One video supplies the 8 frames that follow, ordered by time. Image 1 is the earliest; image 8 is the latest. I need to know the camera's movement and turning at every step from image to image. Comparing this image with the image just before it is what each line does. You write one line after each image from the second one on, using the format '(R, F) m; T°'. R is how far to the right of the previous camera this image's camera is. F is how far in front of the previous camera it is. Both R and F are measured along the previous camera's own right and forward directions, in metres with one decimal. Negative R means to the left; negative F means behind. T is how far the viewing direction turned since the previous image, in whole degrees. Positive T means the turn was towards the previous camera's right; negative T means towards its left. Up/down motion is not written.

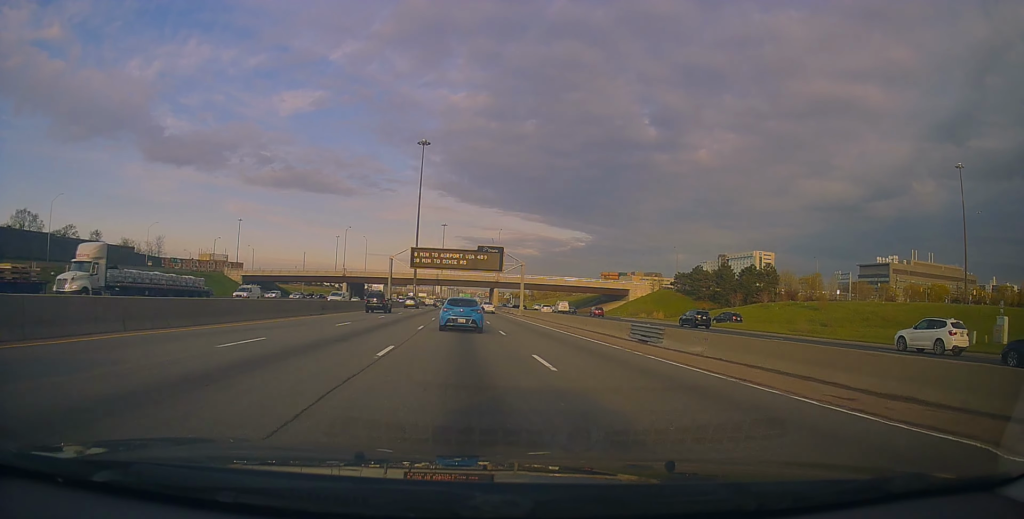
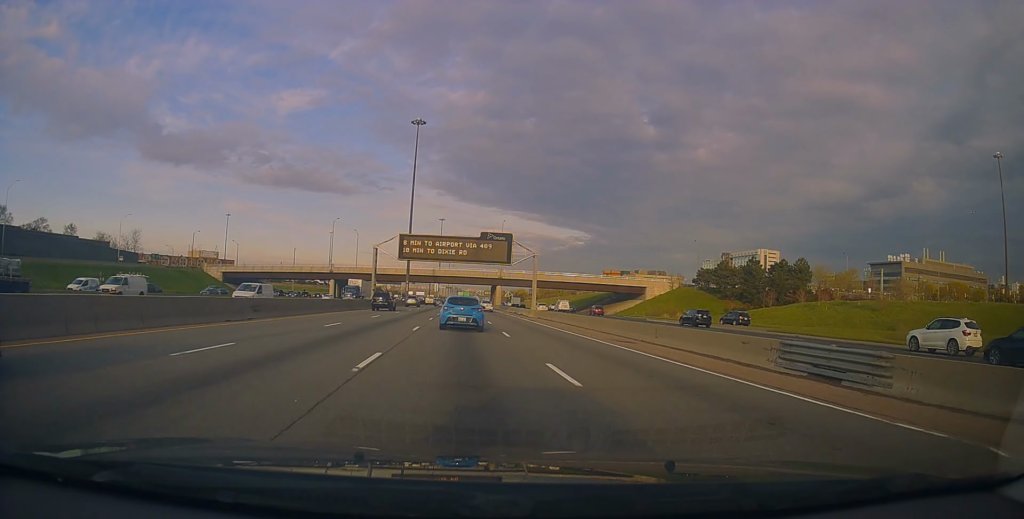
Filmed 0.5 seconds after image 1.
(0.0, +14.9) m; 0°
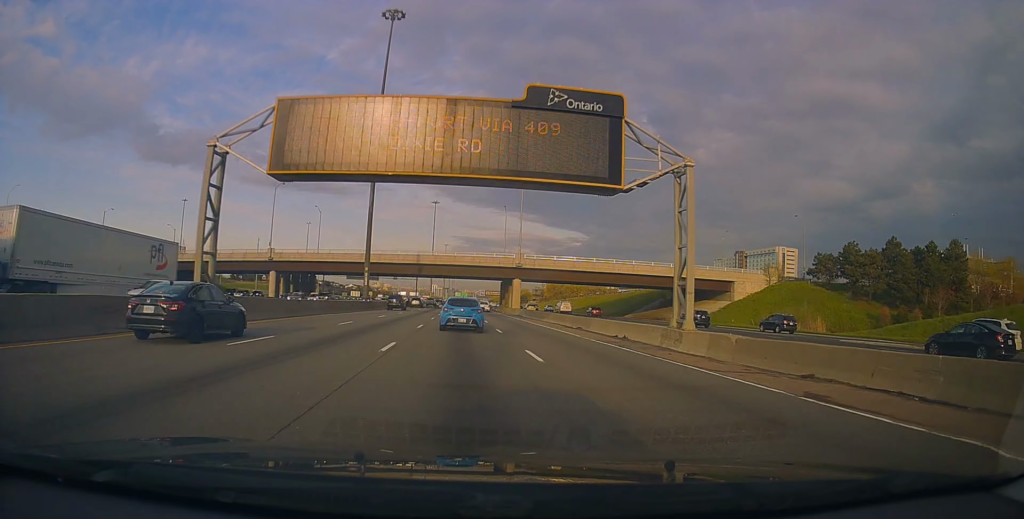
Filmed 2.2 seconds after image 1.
(-0.1, +45.2) m; 0°
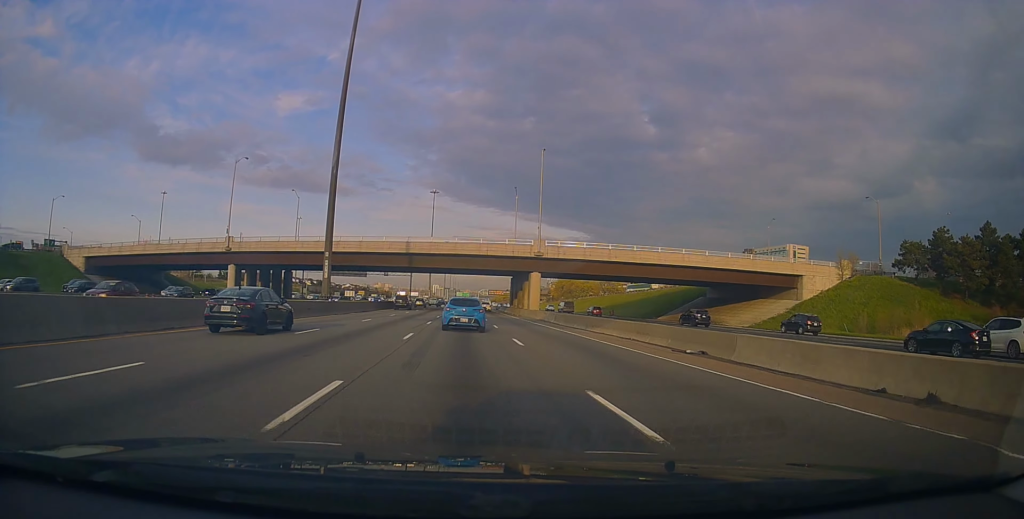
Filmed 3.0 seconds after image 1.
(+0.1, +20.0) m; 0°
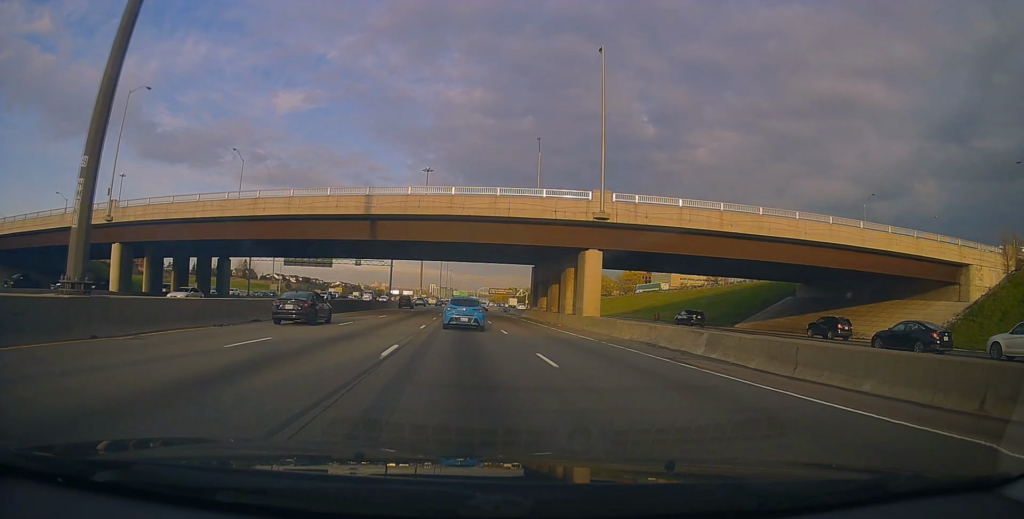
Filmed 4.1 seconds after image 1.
(+0.1, +29.5) m; +1°
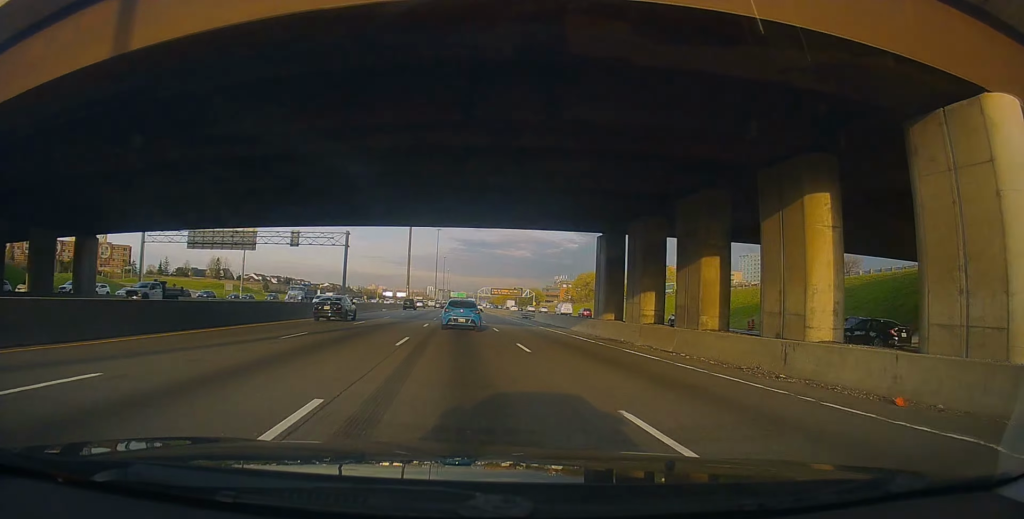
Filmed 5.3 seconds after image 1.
(+0.4, +32.3) m; 0°
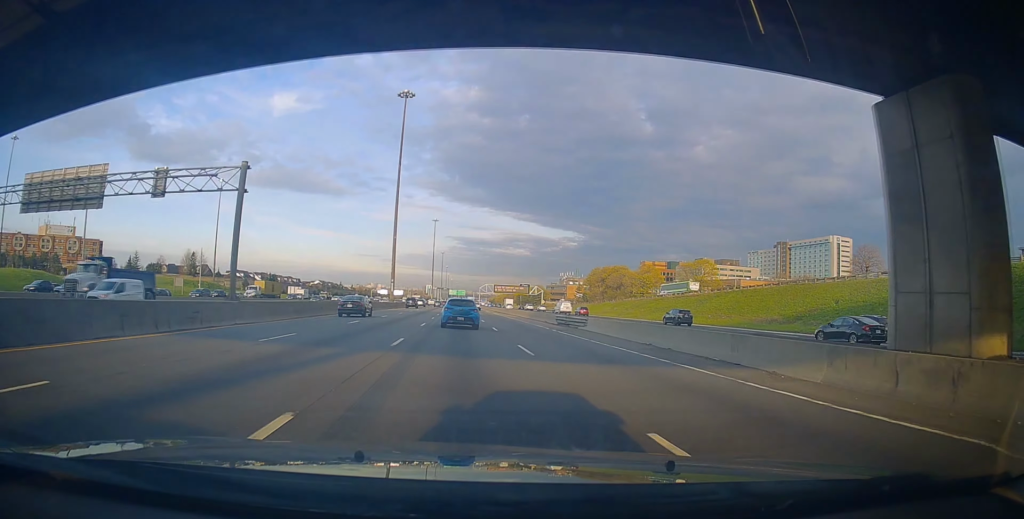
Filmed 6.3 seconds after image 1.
(-0.3, +25.2) m; 0°
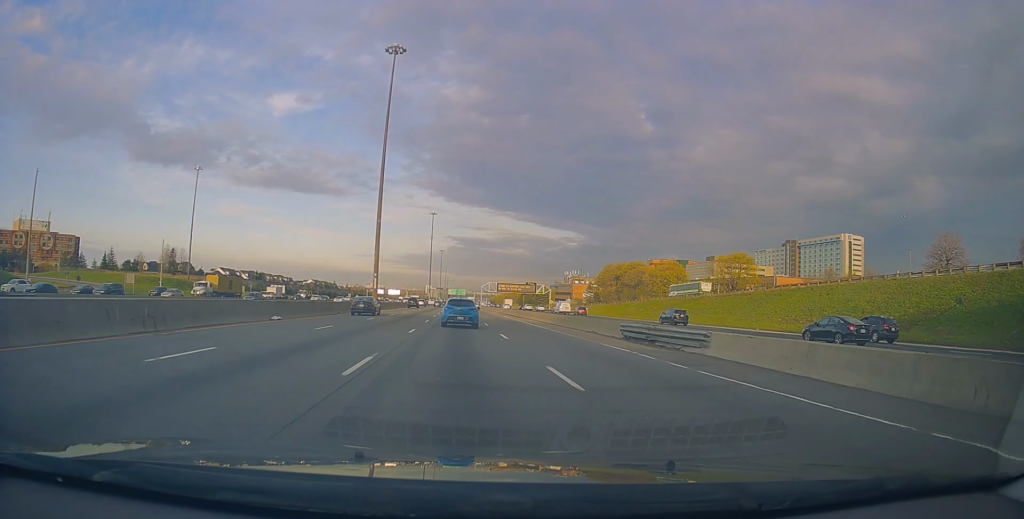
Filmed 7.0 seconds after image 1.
(-0.1, +18.3) m; 0°
